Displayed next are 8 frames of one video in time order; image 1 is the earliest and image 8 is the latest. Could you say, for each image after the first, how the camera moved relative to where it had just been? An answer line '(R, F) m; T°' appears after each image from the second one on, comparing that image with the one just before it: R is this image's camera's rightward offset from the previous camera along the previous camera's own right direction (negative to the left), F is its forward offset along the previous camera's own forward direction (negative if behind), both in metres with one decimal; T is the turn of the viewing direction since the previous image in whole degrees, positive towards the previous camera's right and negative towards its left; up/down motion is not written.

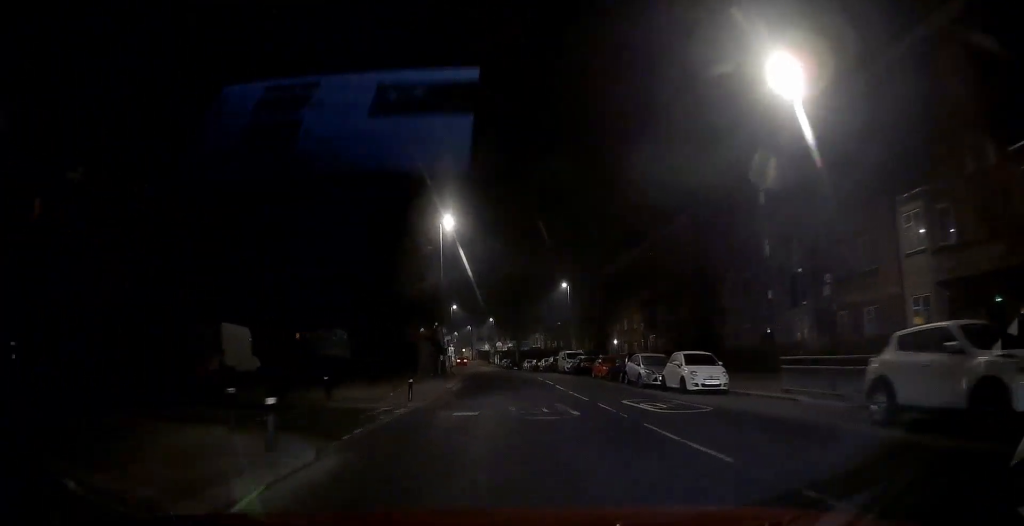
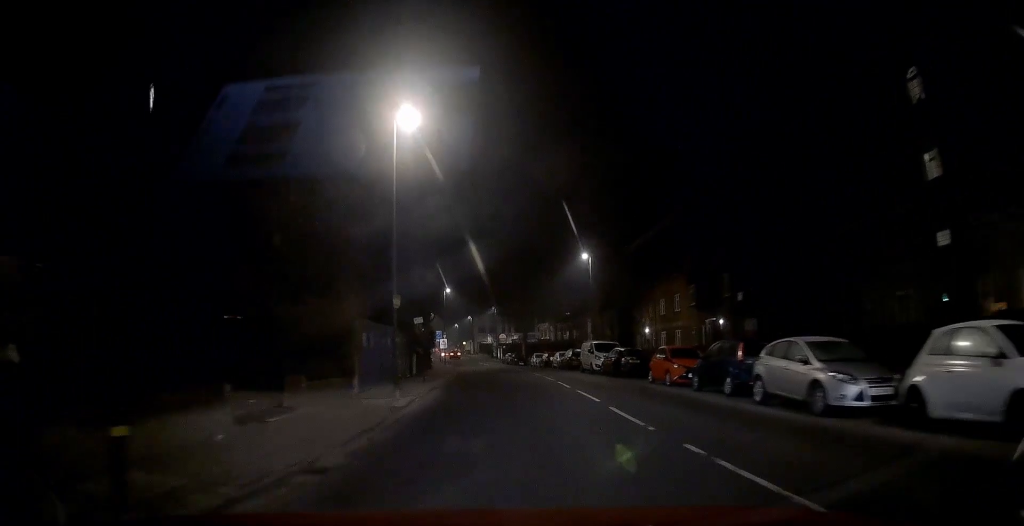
(+0.1, +17.0) m; 0°
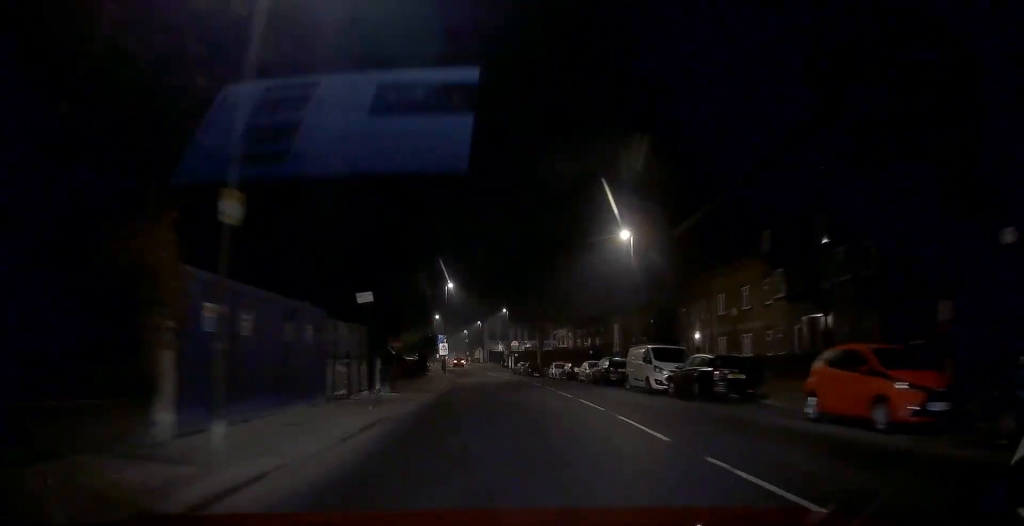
(-0.1, +13.4) m; -1°
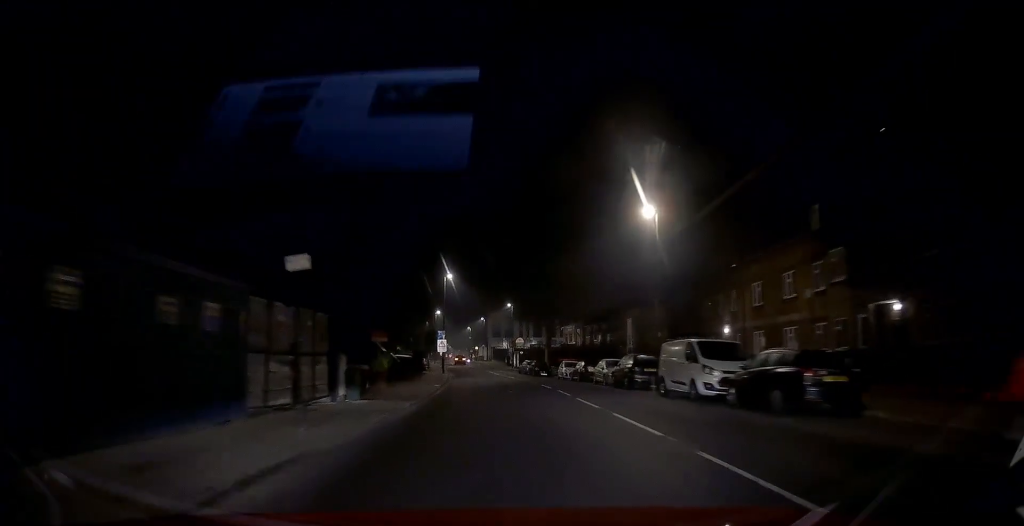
(0.0, +5.8) m; 0°
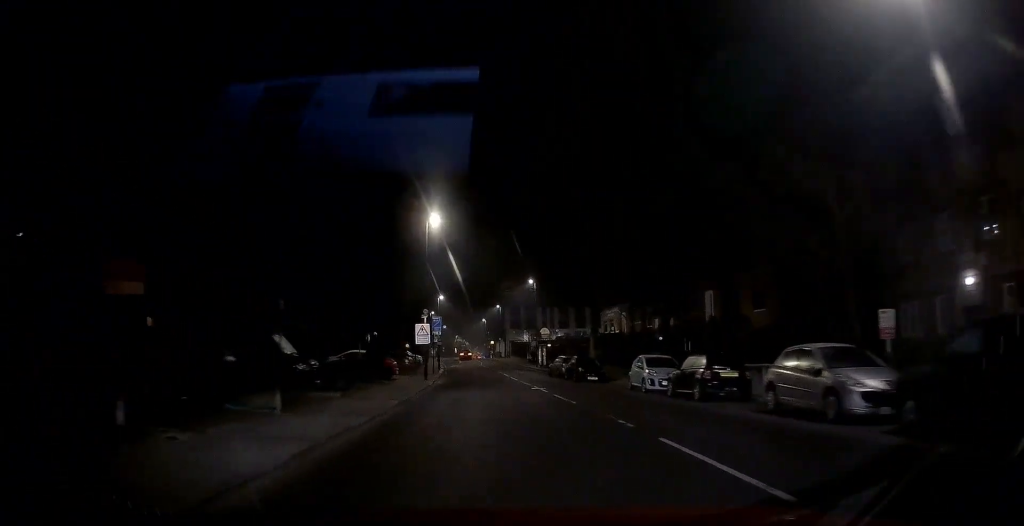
(-0.3, +22.1) m; -2°
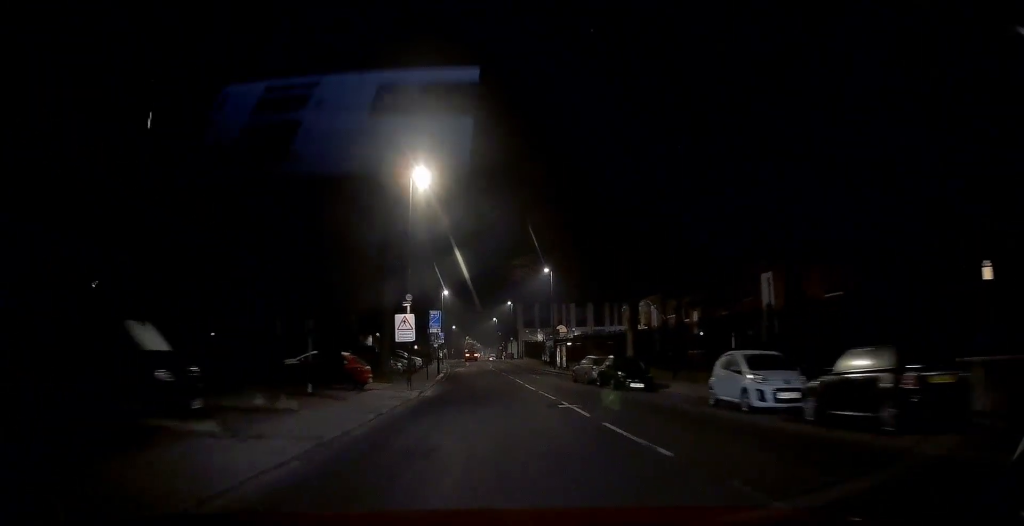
(-0.1, +8.6) m; -1°
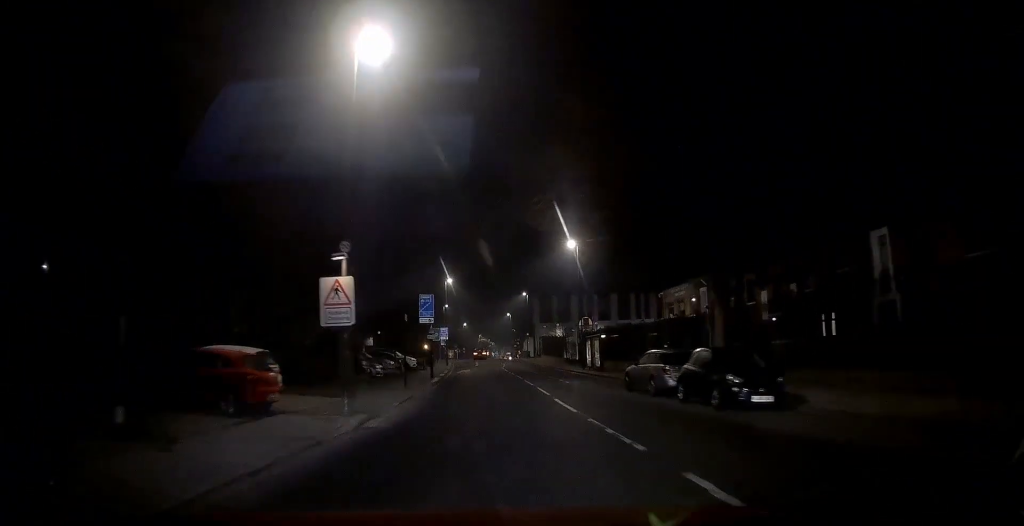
(-0.1, +12.1) m; -1°
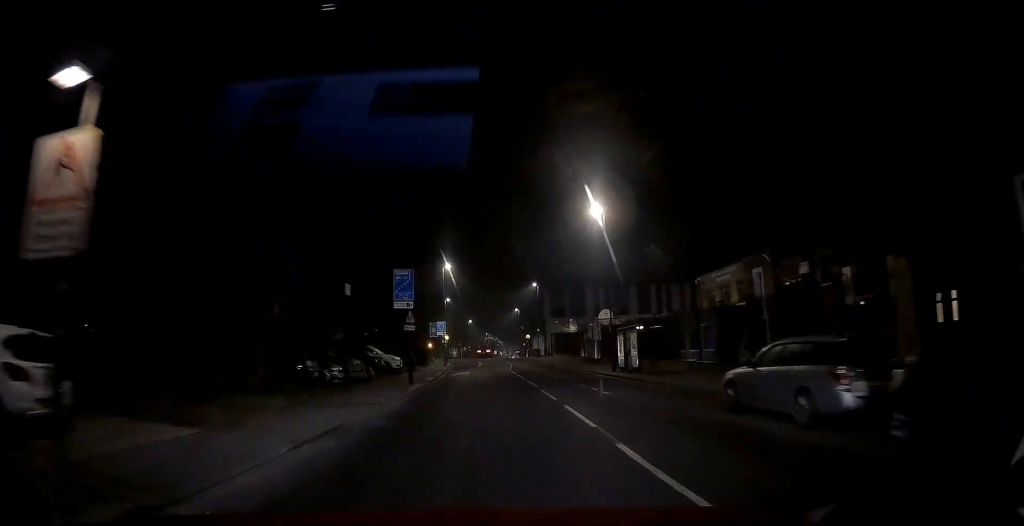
(-0.1, +9.0) m; -1°
